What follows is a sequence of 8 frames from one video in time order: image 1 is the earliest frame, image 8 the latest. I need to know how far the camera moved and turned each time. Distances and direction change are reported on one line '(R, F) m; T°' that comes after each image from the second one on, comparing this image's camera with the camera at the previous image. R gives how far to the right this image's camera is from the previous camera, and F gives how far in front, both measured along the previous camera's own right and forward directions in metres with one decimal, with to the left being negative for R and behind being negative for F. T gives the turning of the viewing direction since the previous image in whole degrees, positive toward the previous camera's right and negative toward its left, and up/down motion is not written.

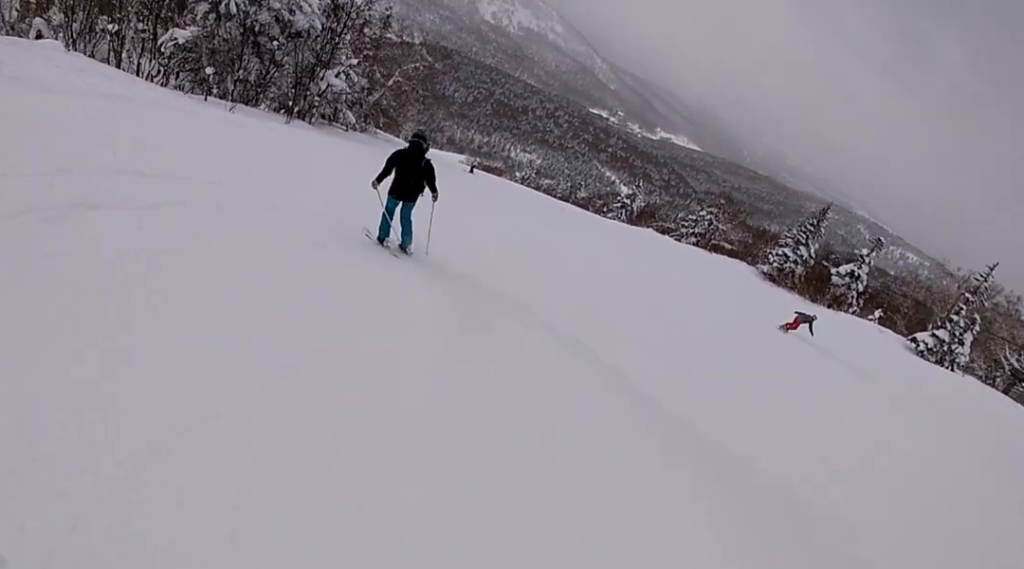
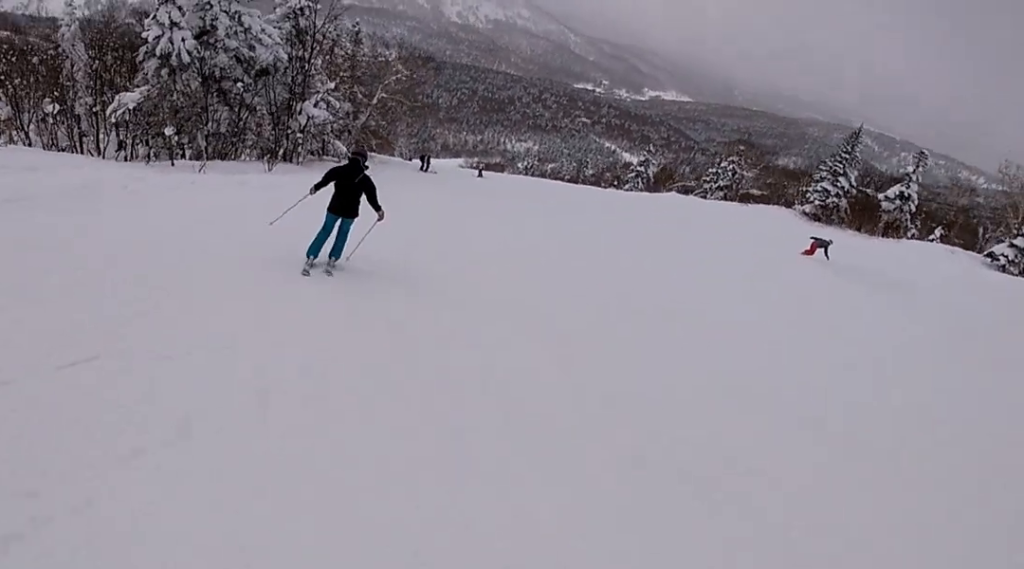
(-0.1, +4.5) m; -6°
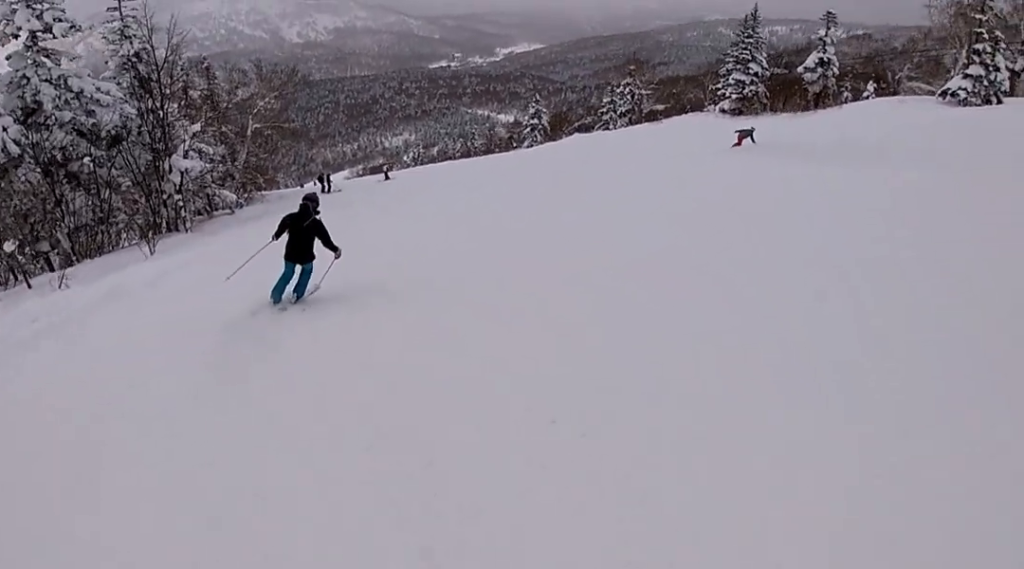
(-1.1, +6.1) m; +6°
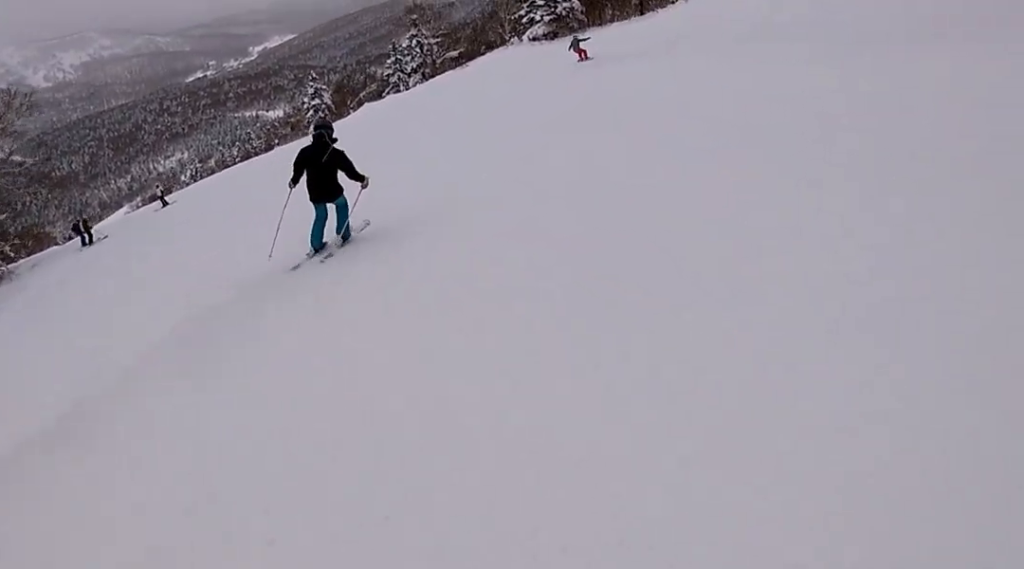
(+2.4, +10.1) m; +19°
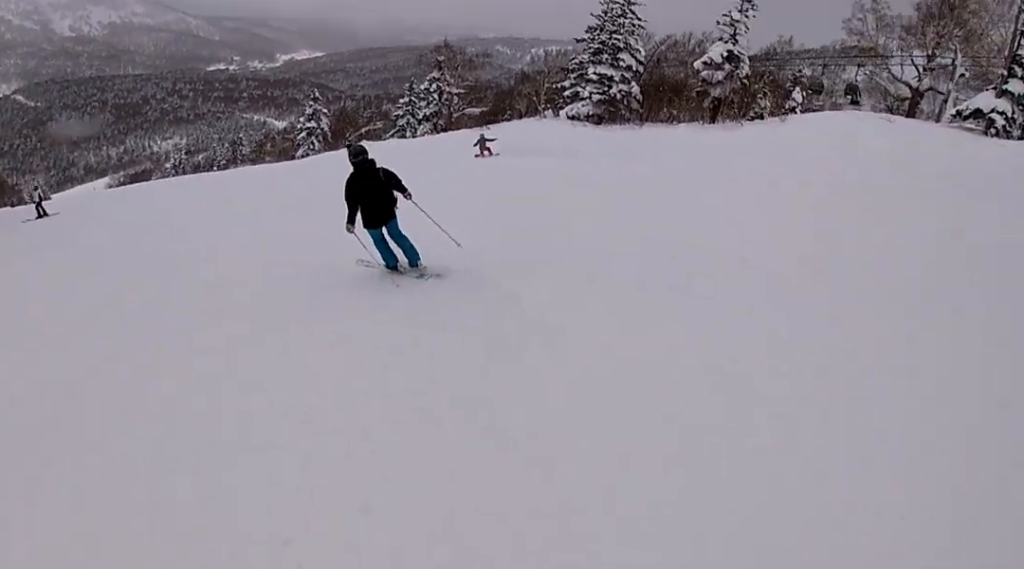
(+0.4, +11.6) m; +1°
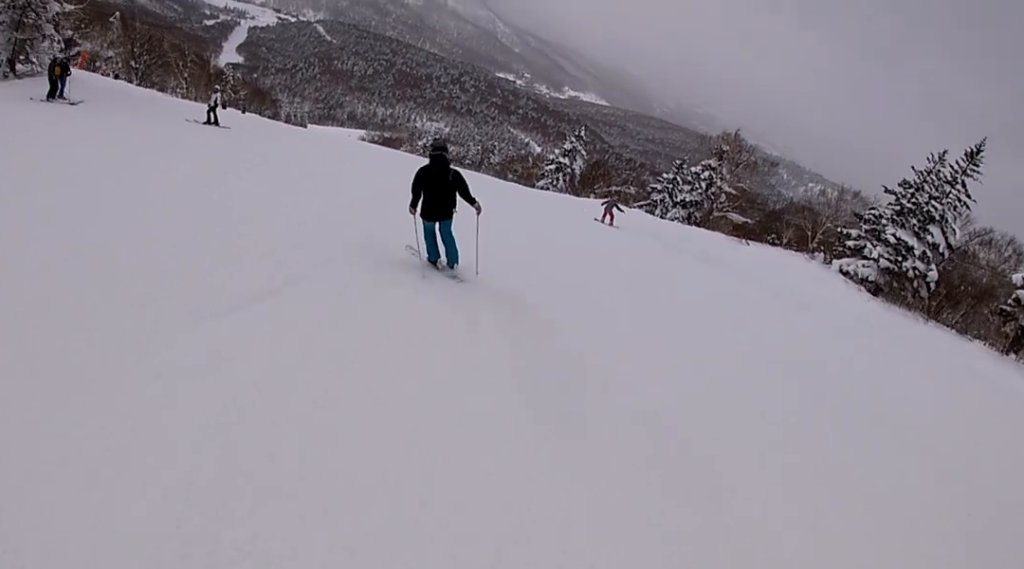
(+0.3, +6.6) m; -7°
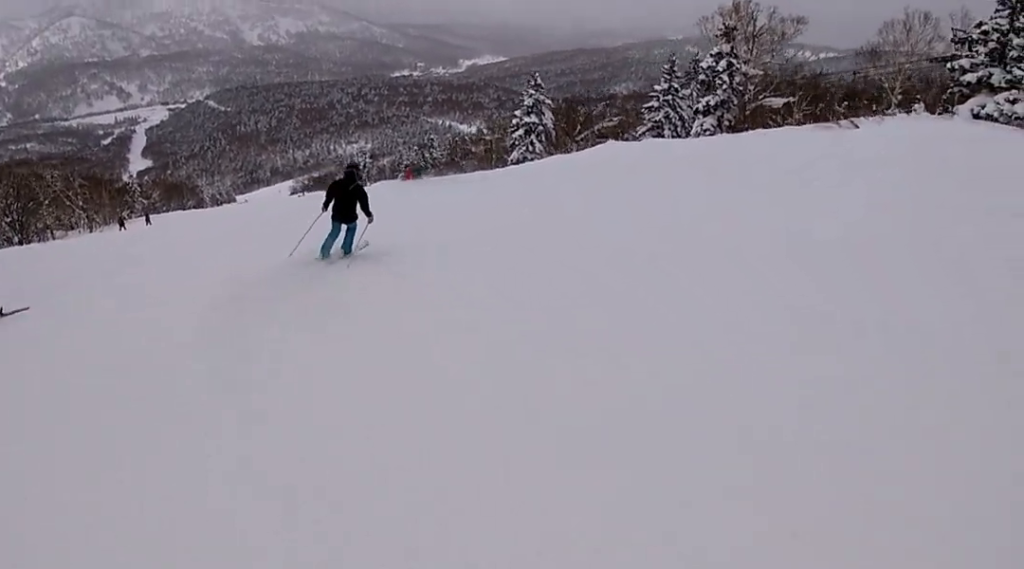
(-2.3, +14.7) m; -6°
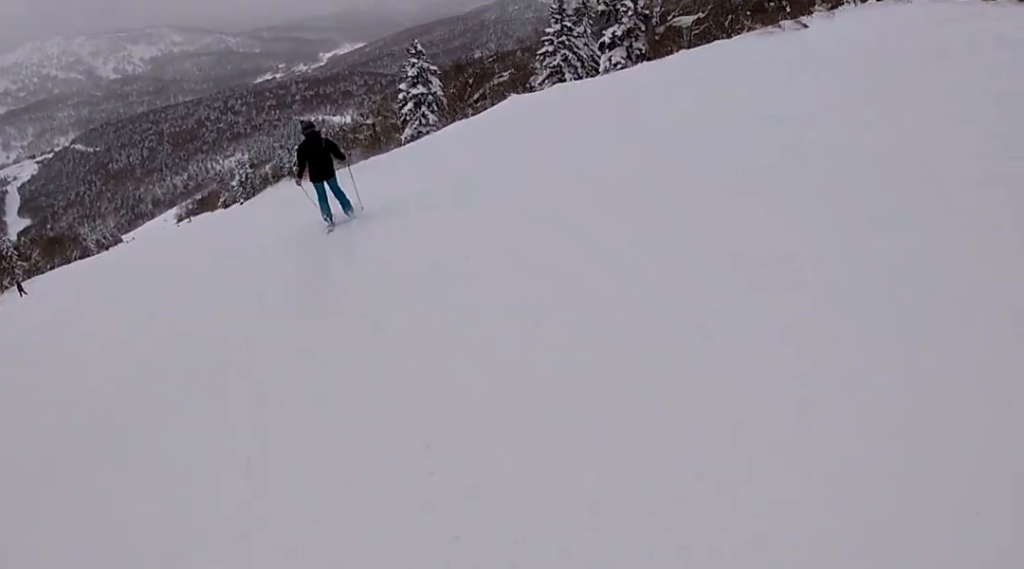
(0.0, +5.4) m; +2°
